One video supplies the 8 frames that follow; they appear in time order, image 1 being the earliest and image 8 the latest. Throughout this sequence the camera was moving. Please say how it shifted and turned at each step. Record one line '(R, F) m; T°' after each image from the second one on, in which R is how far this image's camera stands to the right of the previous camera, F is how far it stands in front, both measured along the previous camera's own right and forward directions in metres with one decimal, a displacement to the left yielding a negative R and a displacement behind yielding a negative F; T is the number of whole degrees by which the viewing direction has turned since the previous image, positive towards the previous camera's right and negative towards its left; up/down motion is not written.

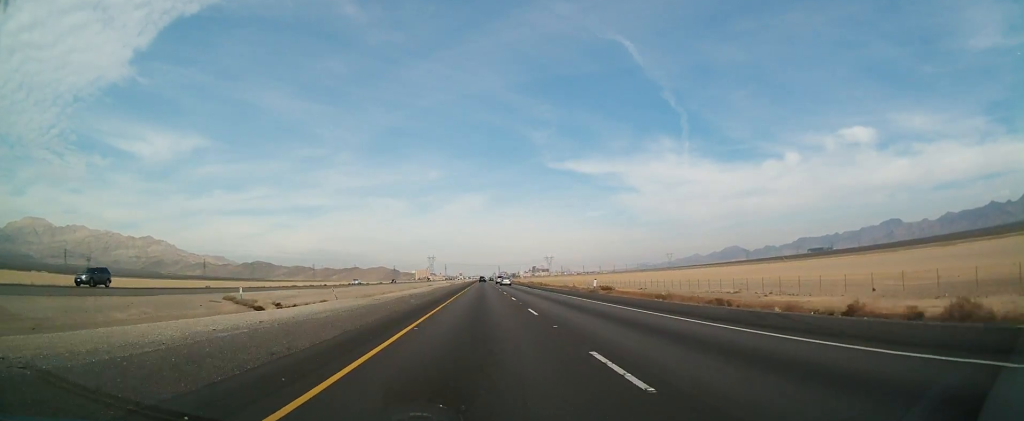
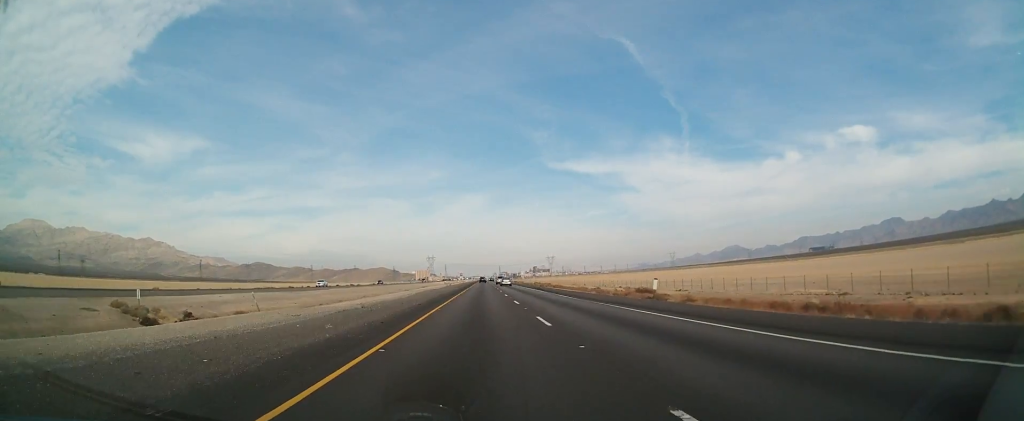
(-0.1, +19.3) m; 0°
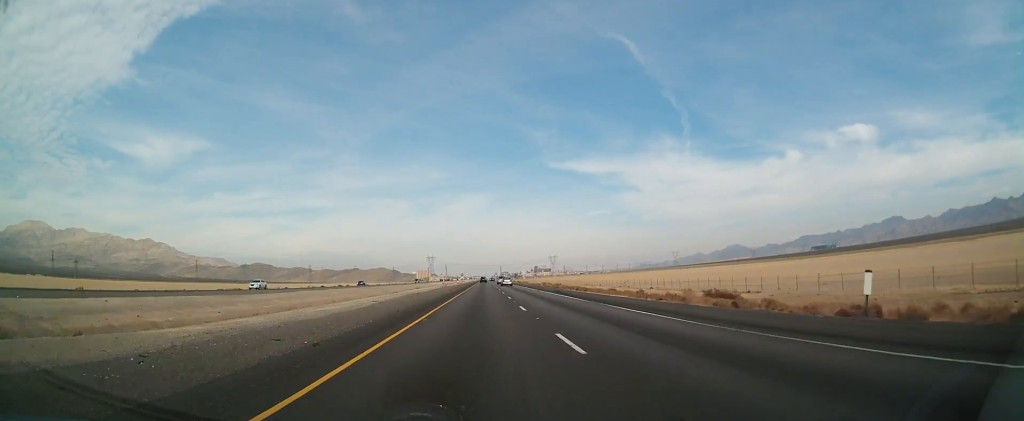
(+0.1, +20.5) m; 0°
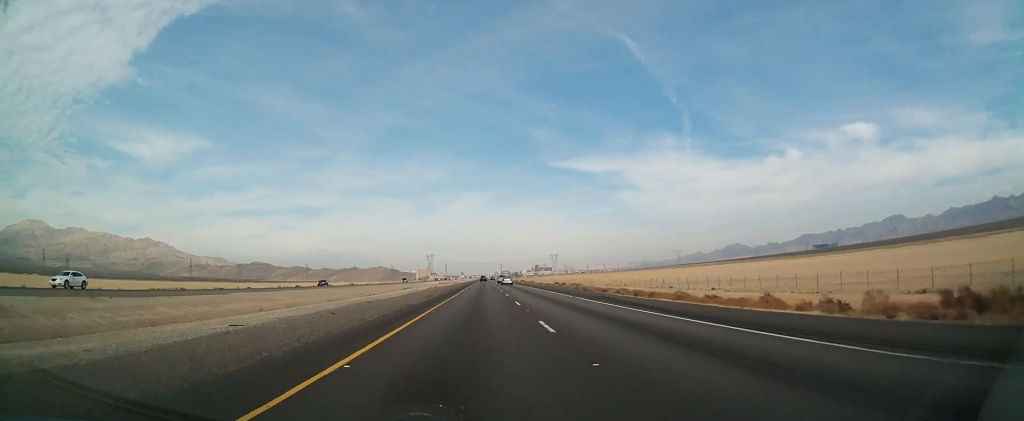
(+0.1, +25.4) m; 0°
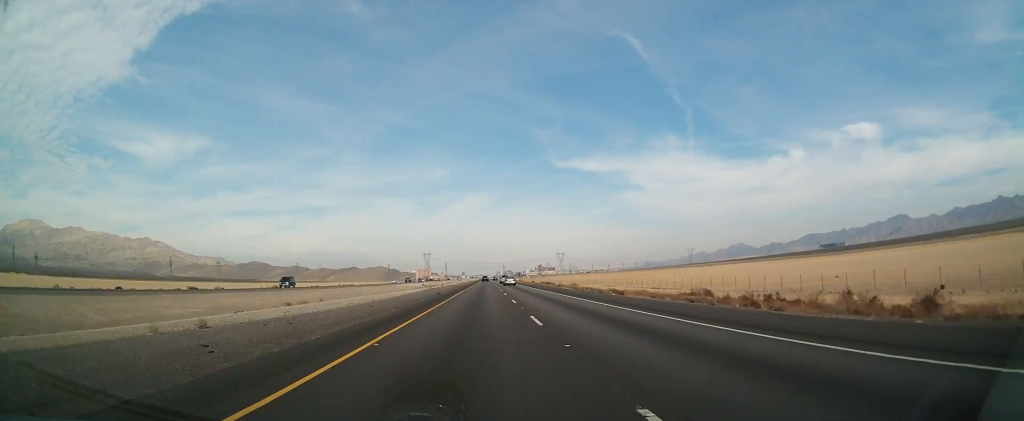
(-1.0, +84.6) m; -1°
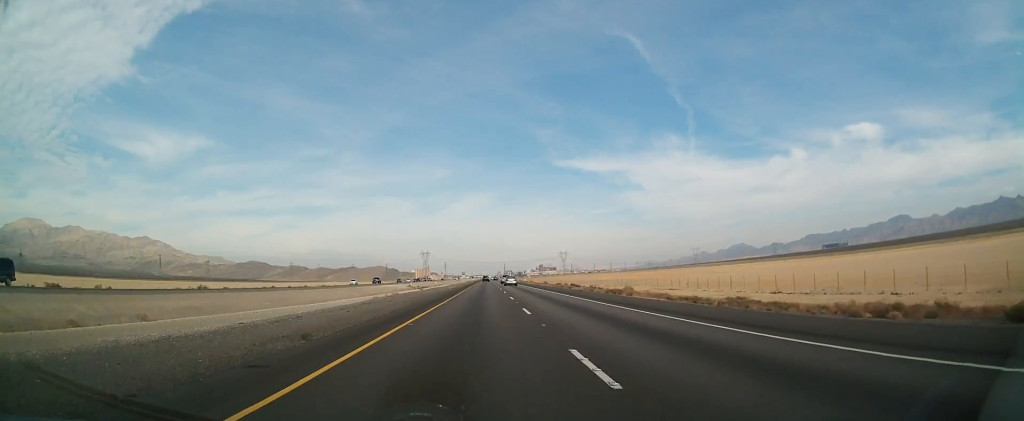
(+0.3, +38.8) m; 0°
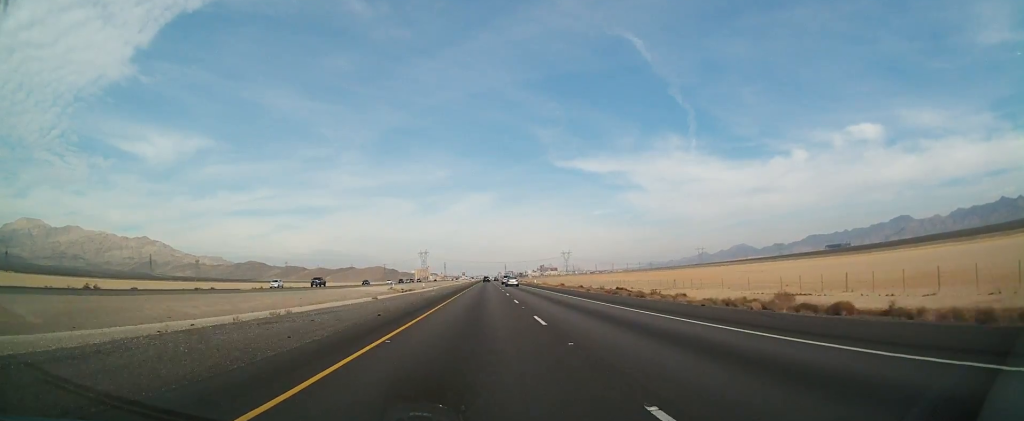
(0.0, +33.9) m; 0°
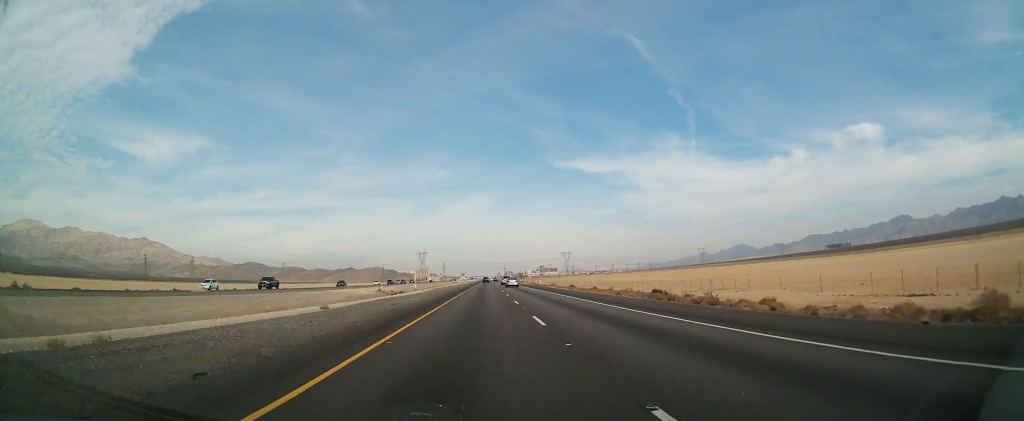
(-0.1, +14.5) m; 0°
